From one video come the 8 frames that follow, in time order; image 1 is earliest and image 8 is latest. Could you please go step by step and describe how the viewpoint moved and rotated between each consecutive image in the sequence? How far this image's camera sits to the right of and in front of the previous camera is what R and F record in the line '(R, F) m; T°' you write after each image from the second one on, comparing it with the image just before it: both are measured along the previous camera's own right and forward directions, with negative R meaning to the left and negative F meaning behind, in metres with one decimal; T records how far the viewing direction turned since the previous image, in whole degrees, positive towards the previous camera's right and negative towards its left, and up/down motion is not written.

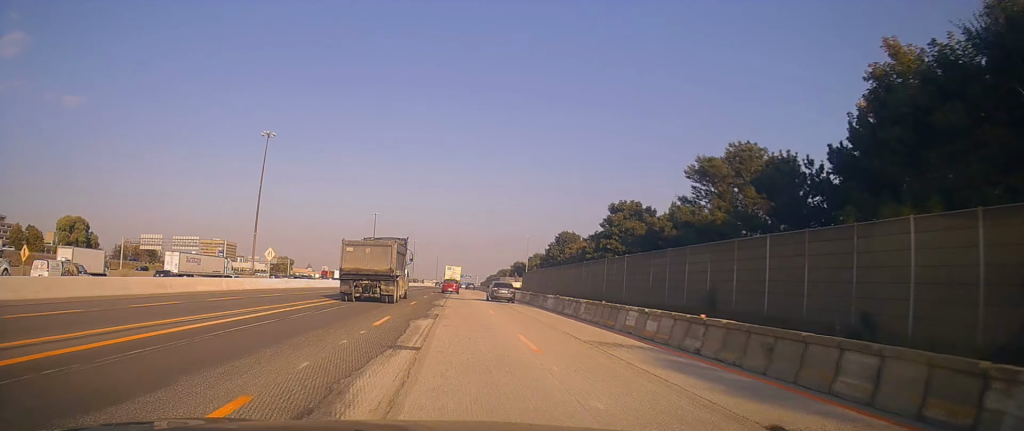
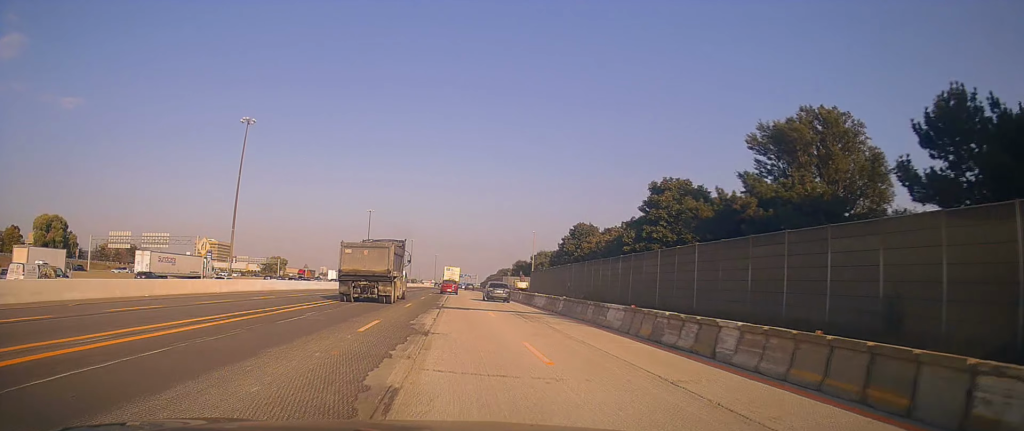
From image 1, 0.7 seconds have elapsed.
(0.0, +13.8) m; -1°
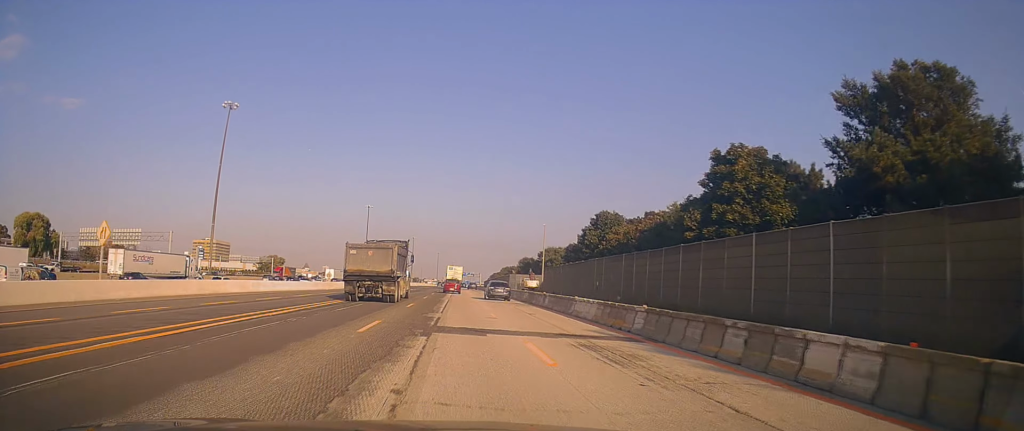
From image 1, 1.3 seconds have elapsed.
(-0.5, +12.4) m; -1°
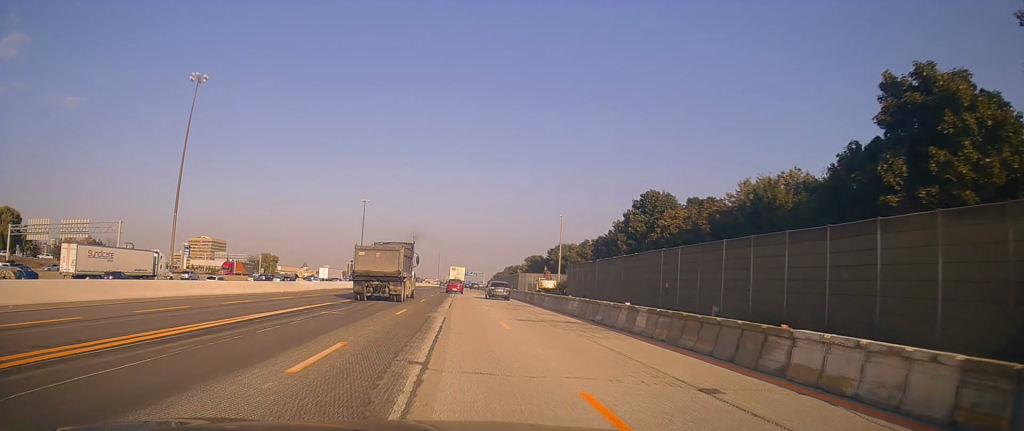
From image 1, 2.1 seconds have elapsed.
(+0.3, +17.8) m; +2°
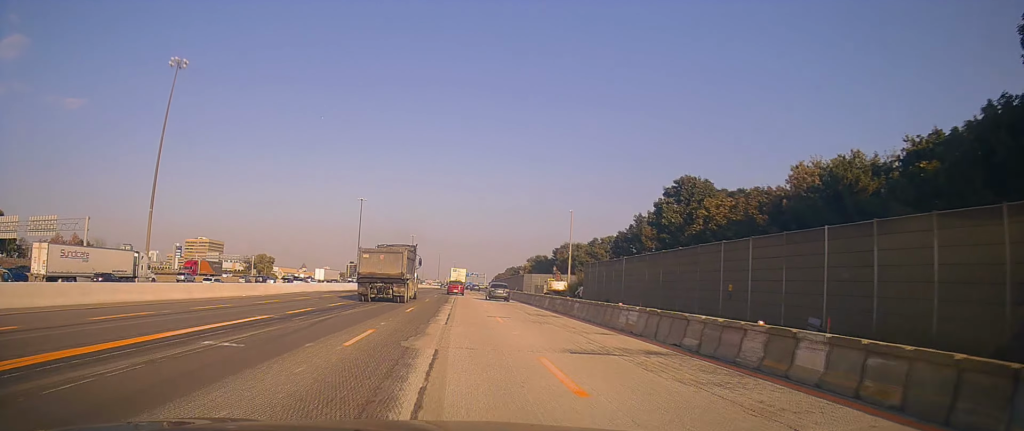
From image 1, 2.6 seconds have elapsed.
(+0.1, +8.9) m; +1°
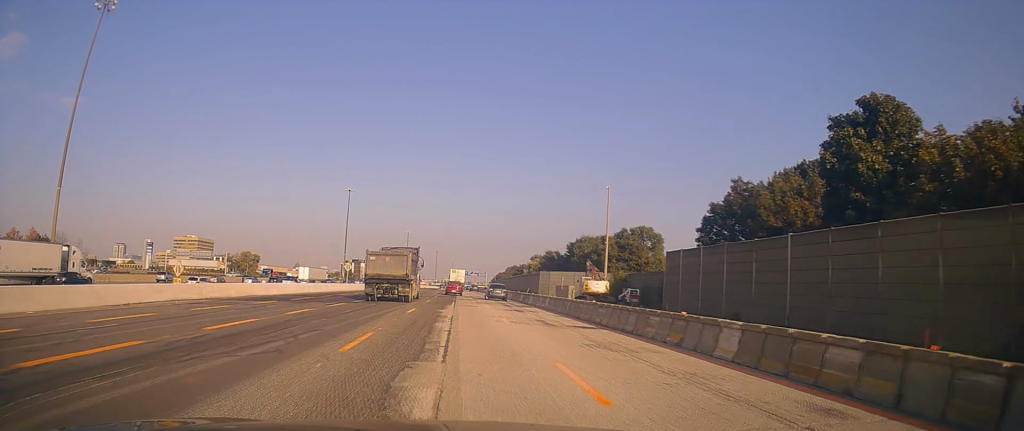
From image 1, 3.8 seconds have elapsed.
(+0.2, +24.7) m; -1°
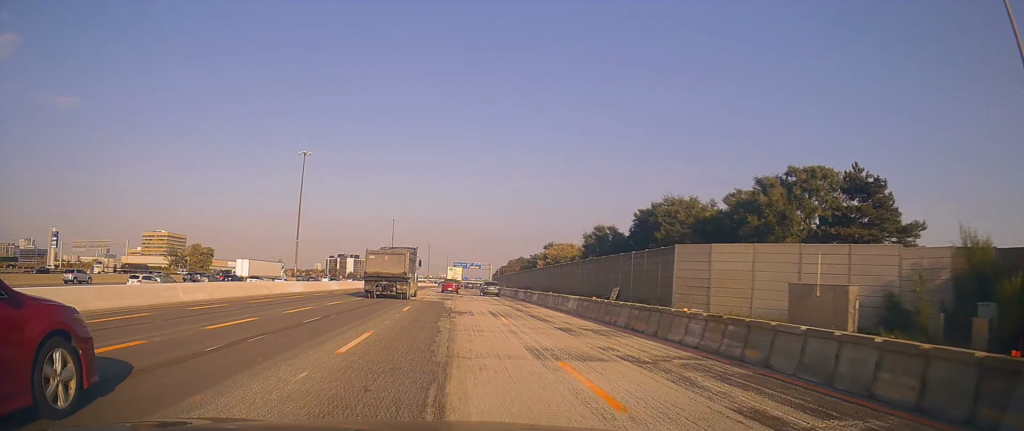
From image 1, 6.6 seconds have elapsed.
(-1.6, +60.6) m; 0°
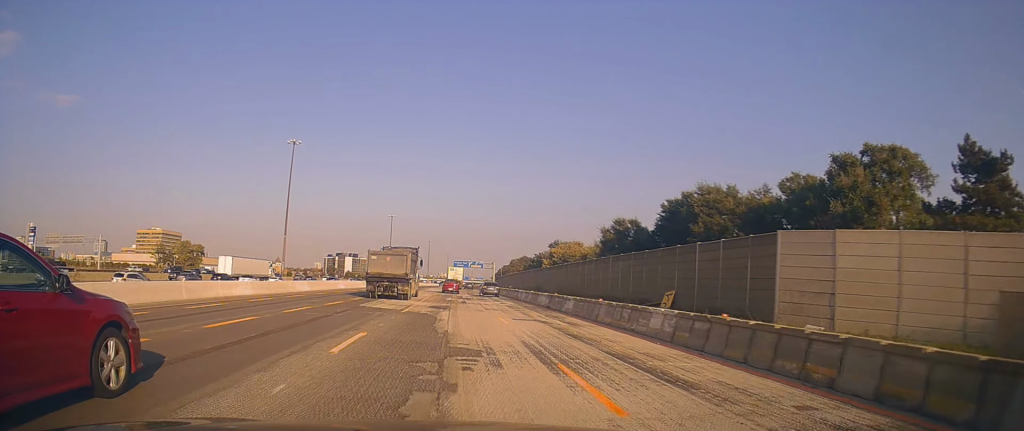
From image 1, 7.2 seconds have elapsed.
(+0.6, +12.2) m; +1°
